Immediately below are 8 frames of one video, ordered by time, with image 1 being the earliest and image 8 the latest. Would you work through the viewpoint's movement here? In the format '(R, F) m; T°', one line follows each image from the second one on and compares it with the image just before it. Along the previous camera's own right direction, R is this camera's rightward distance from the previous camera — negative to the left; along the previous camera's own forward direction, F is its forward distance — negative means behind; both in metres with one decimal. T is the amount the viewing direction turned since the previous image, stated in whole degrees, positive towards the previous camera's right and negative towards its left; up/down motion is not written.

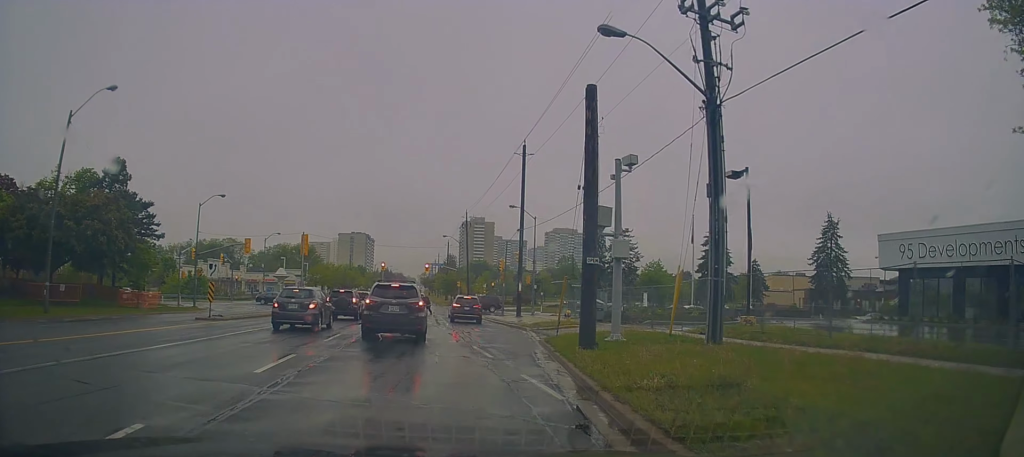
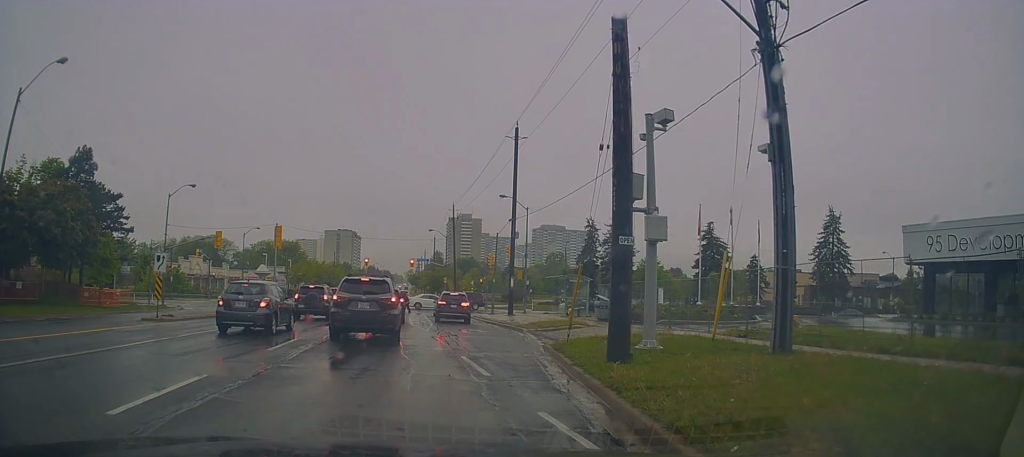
(-0.1, +3.8) m; 0°
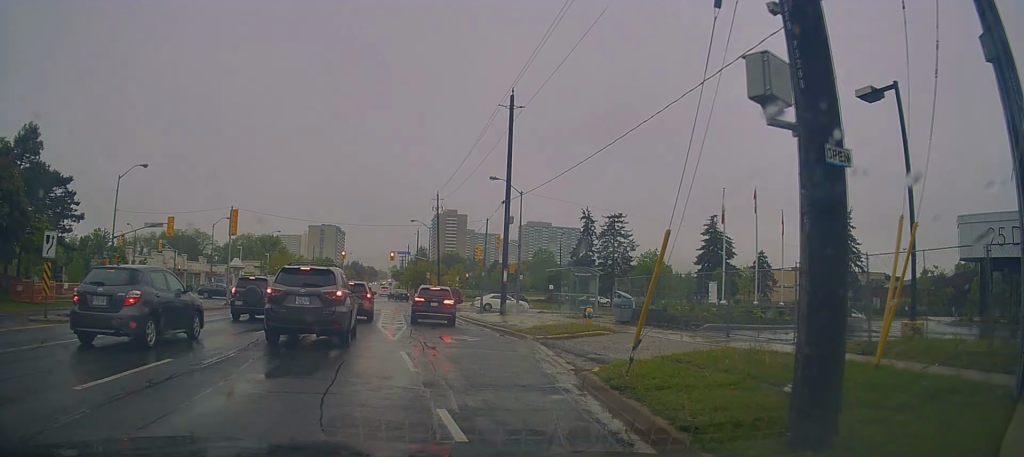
(-0.2, +6.4) m; 0°
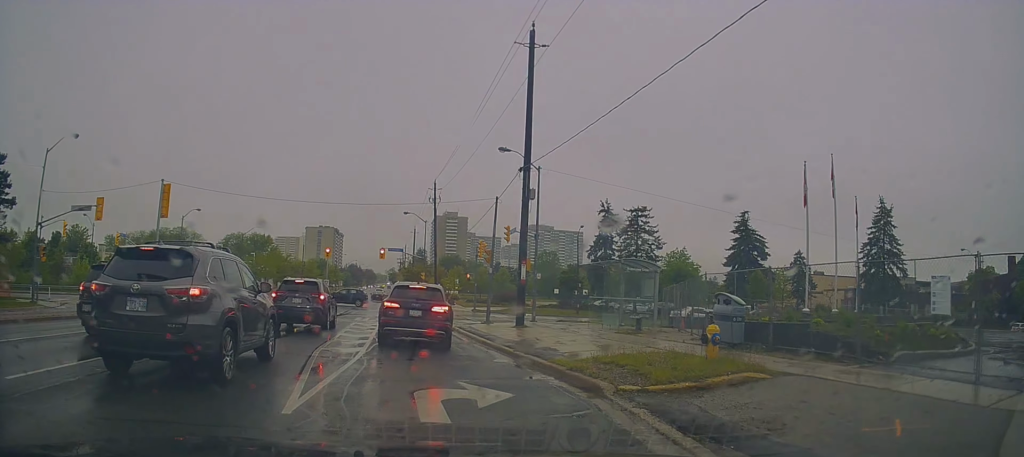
(+0.2, +9.4) m; 0°
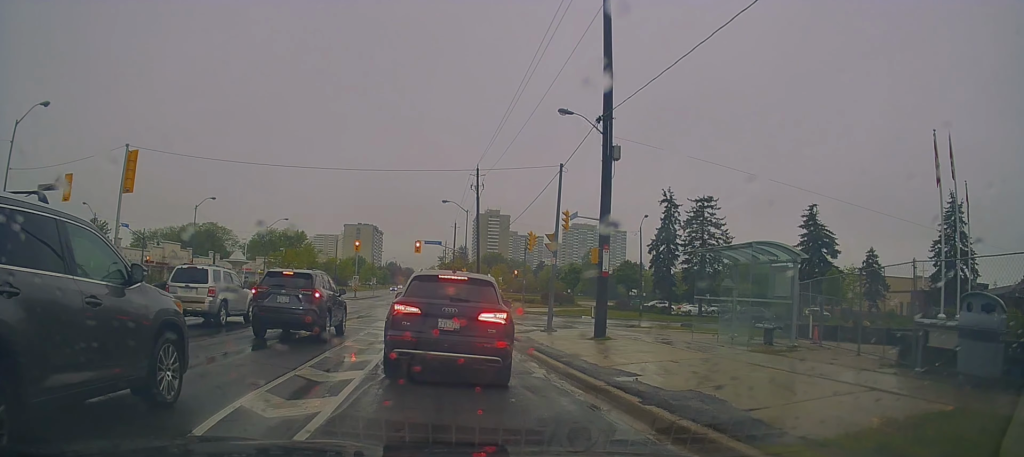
(-0.2, +6.8) m; -2°
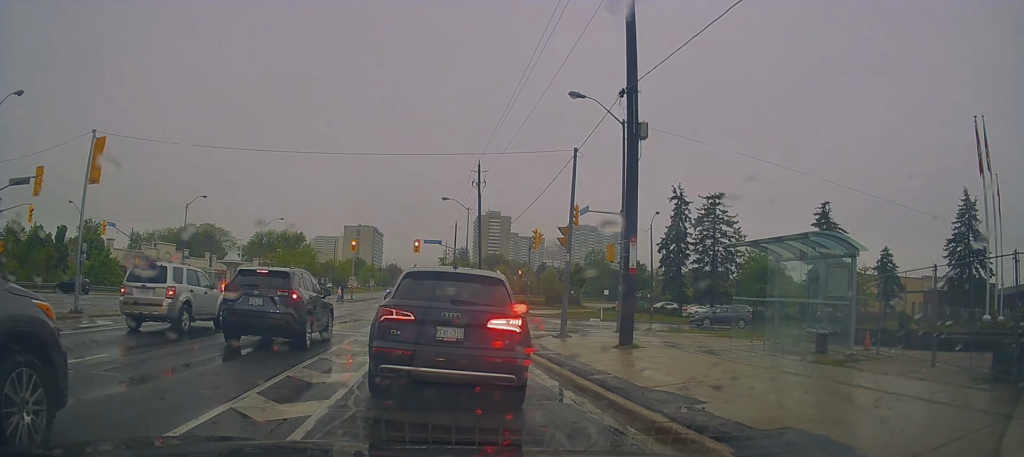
(0.0, +2.6) m; -1°
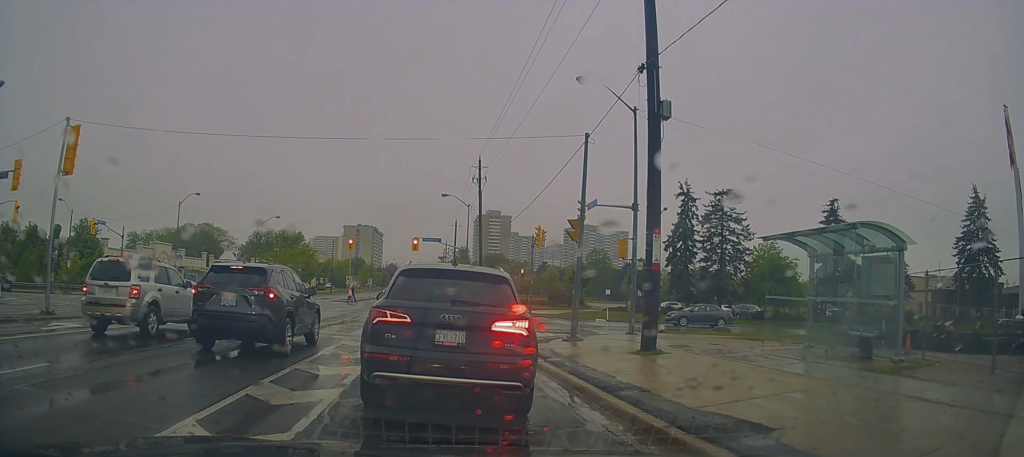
(+0.1, +1.7) m; -3°
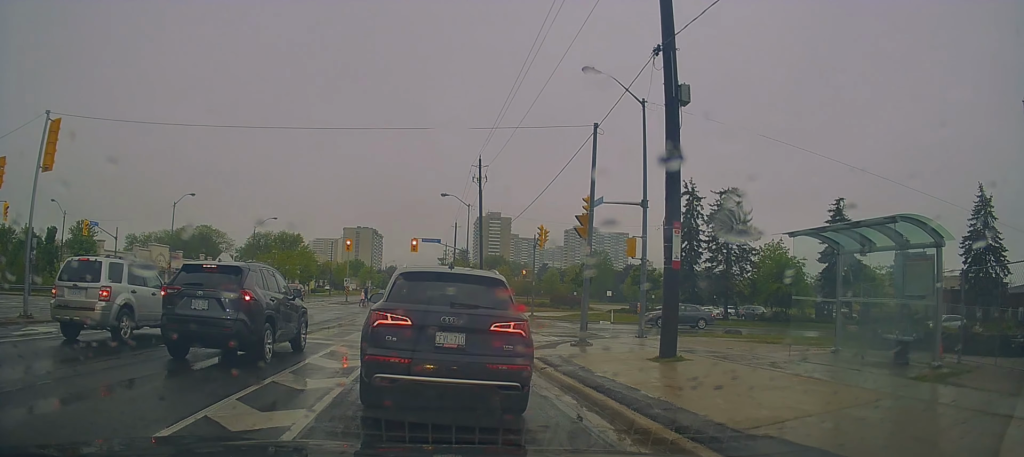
(-0.3, +1.3) m; 0°
